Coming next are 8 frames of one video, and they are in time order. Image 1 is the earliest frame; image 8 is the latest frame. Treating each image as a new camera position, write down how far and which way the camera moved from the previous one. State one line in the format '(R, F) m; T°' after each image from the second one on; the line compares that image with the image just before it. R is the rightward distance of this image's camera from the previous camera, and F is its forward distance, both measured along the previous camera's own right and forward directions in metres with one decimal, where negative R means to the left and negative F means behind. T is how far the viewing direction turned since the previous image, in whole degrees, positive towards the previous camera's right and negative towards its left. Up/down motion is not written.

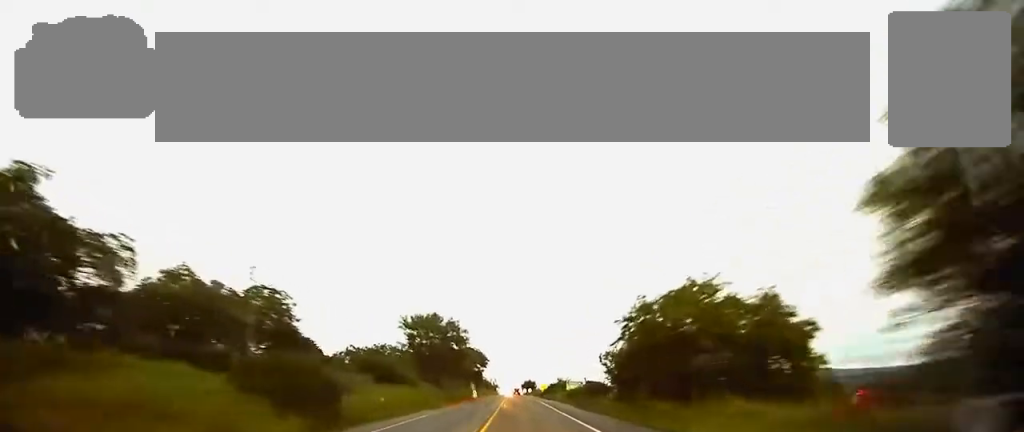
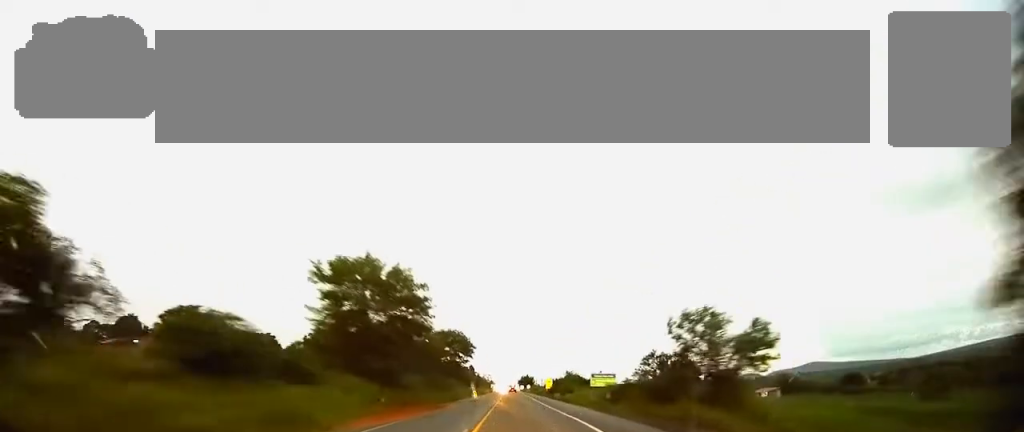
(+0.1, +29.0) m; 0°
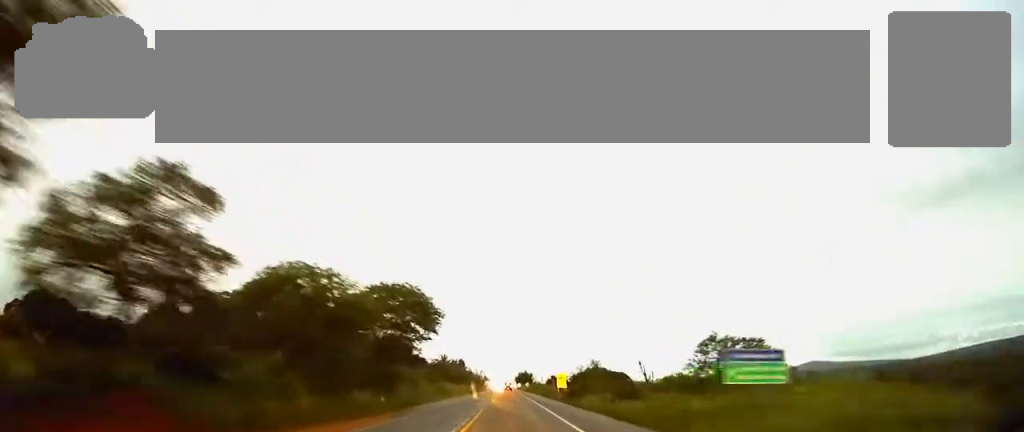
(-0.1, +34.8) m; 0°
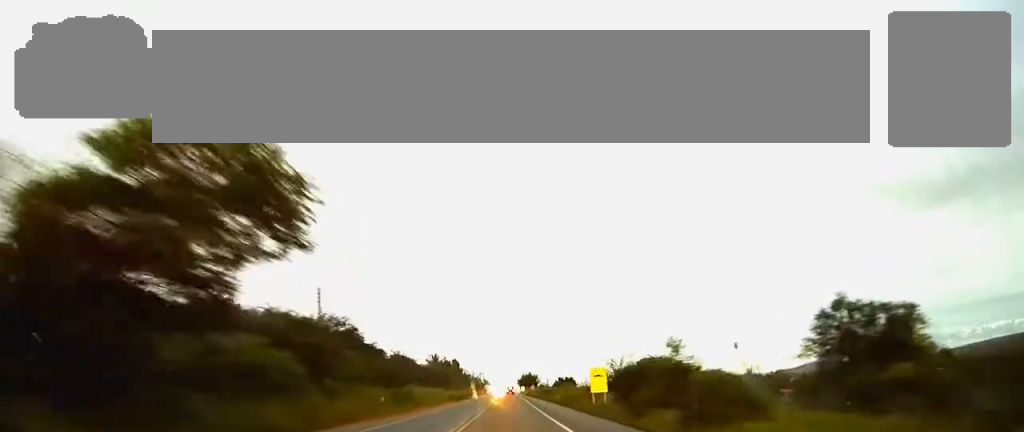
(+0.1, +30.5) m; +1°
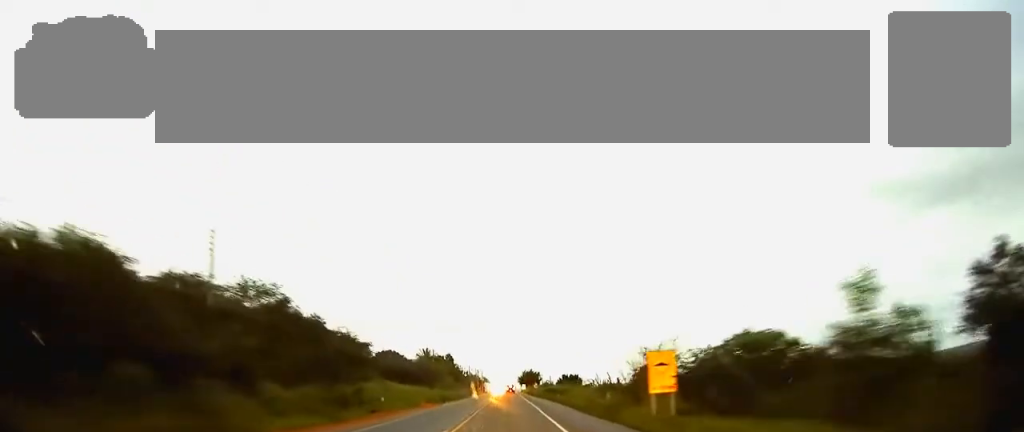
(0.0, +18.7) m; 0°
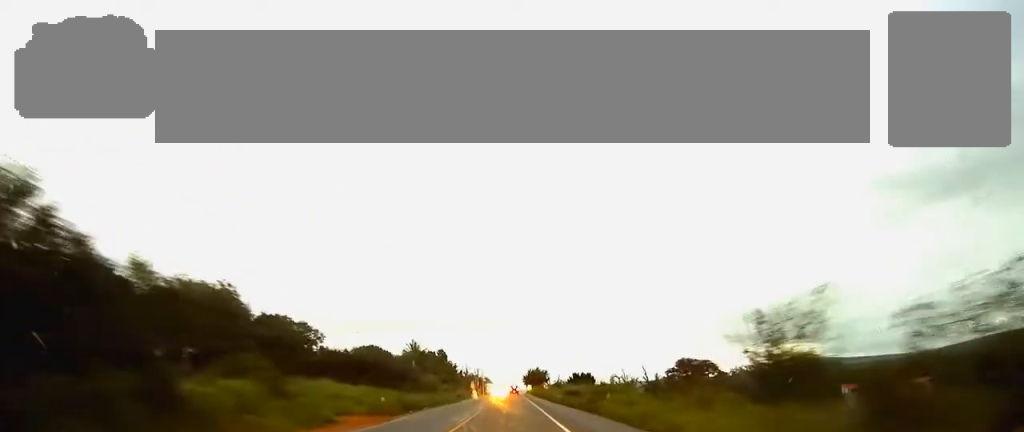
(-0.1, +25.7) m; 0°
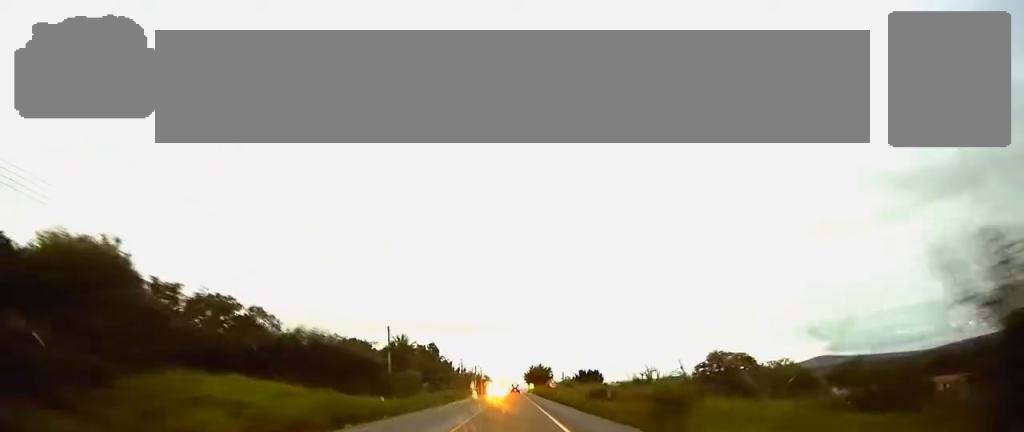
(-0.1, +16.7) m; 0°
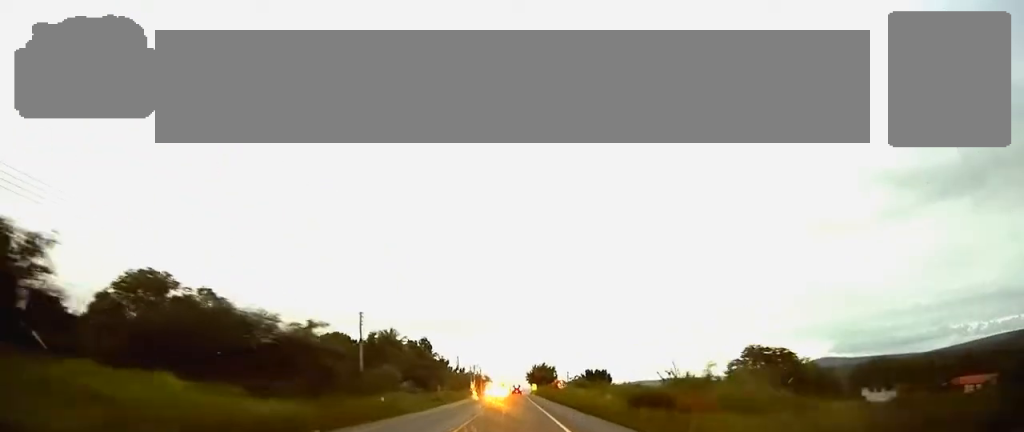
(0.0, +13.1) m; 0°
